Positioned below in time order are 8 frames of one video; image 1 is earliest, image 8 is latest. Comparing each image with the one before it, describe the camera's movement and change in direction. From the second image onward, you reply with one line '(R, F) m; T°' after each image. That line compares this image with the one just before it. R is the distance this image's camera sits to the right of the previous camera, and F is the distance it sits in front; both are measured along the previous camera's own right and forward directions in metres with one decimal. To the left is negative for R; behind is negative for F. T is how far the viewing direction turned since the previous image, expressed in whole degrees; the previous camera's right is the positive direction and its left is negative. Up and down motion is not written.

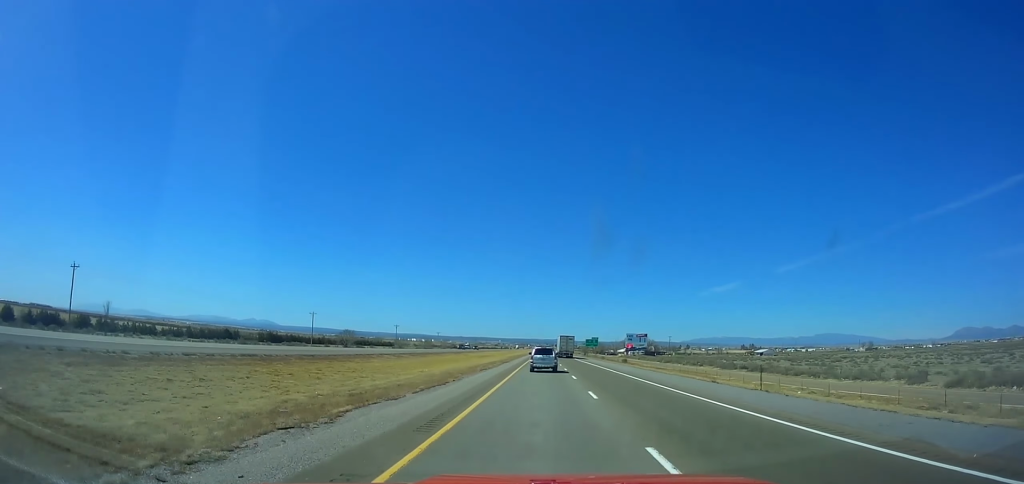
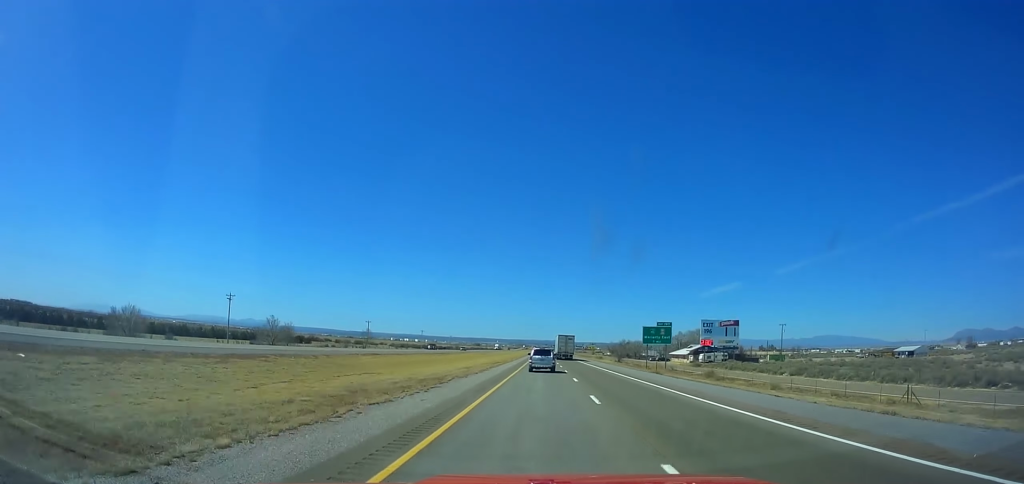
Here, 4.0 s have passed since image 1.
(-0.7, +137.0) m; 0°
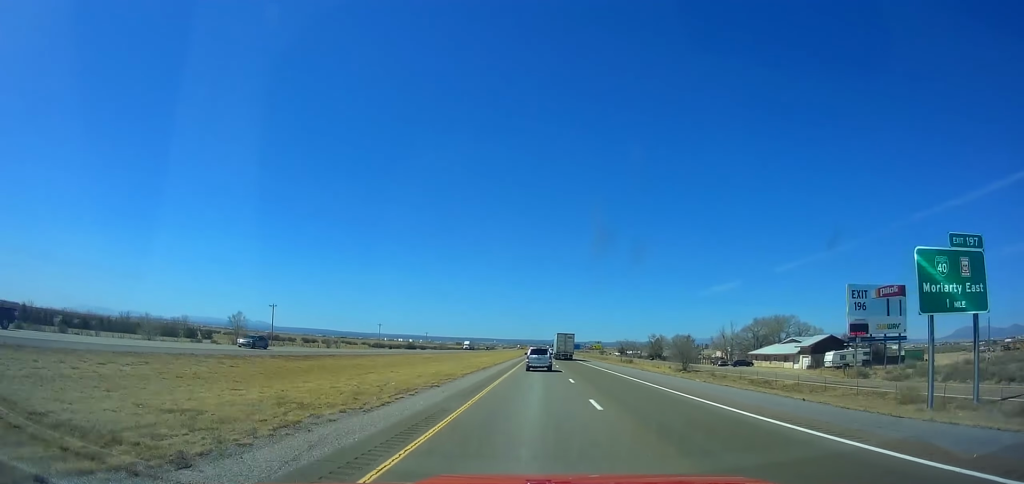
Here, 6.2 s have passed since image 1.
(-0.5, +75.4) m; 0°
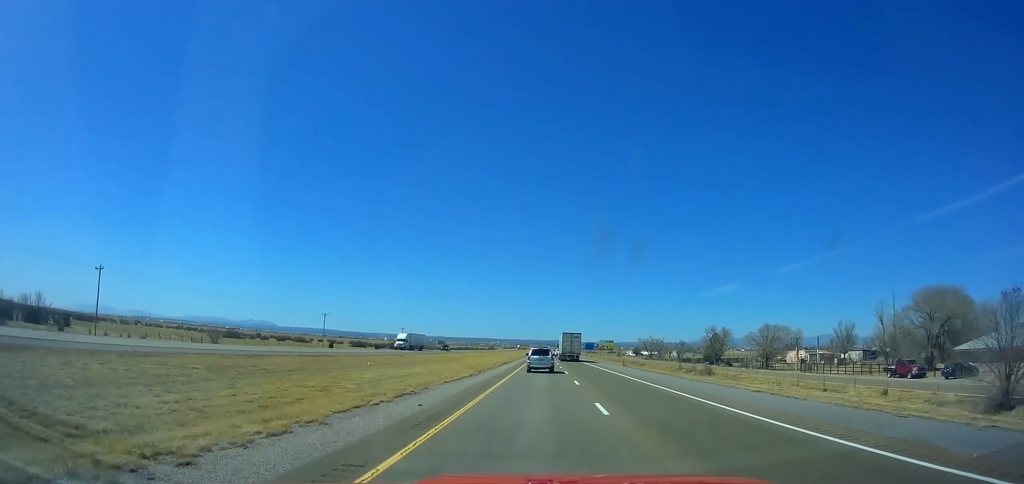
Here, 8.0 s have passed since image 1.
(+0.5, +61.8) m; 0°
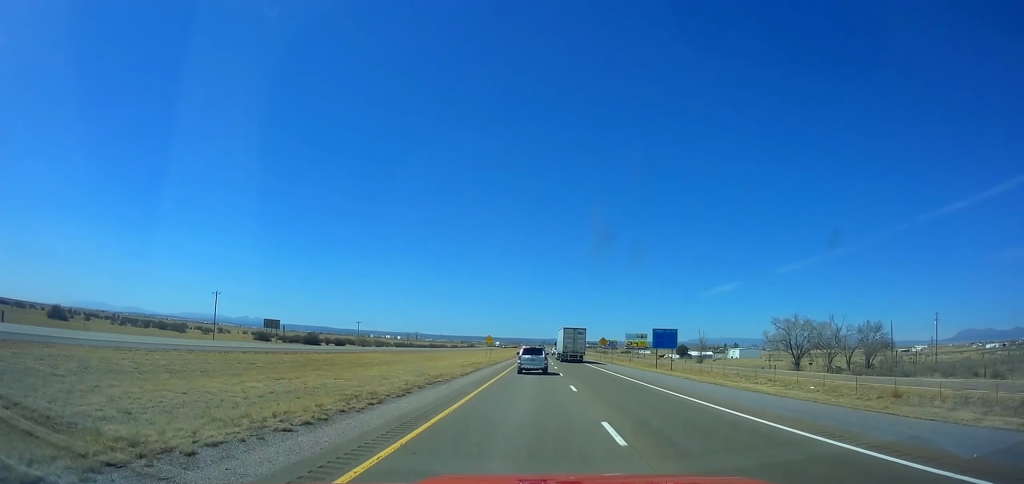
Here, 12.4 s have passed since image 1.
(+0.4, +150.4) m; 0°
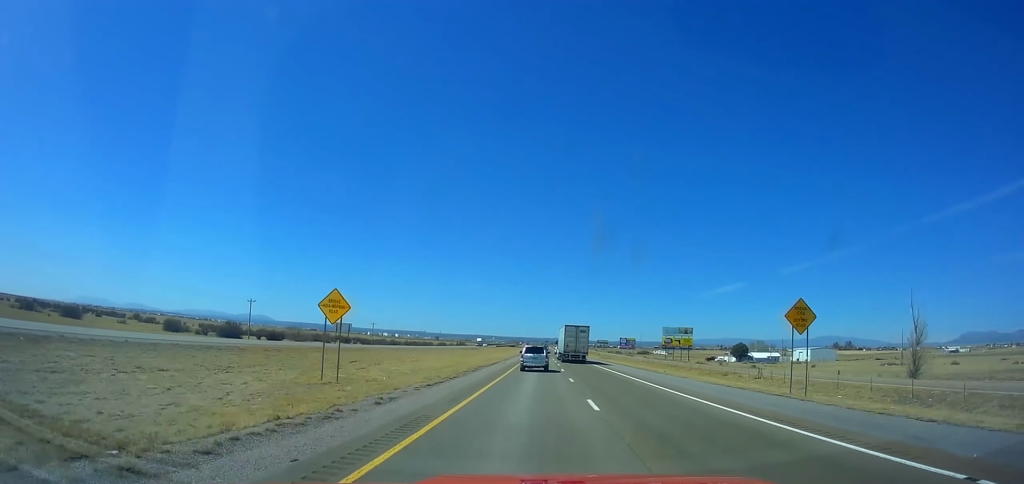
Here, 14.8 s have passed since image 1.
(0.0, +81.4) m; 0°
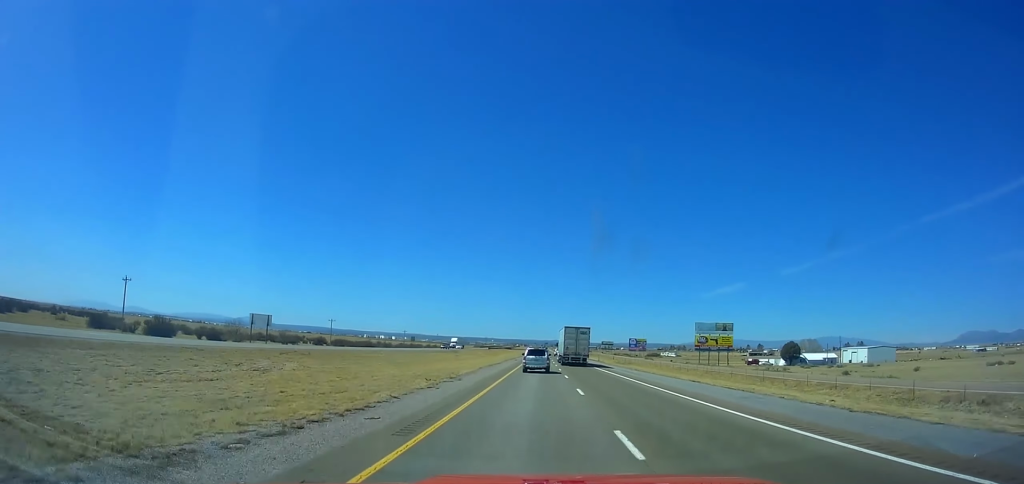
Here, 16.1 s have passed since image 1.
(0.0, +43.8) m; 0°
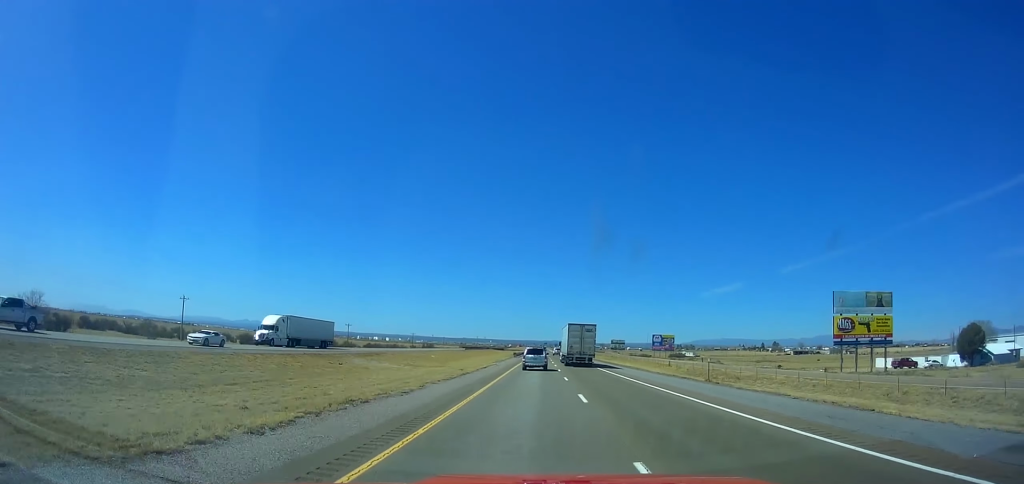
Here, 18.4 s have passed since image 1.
(0.0, +77.7) m; 0°
